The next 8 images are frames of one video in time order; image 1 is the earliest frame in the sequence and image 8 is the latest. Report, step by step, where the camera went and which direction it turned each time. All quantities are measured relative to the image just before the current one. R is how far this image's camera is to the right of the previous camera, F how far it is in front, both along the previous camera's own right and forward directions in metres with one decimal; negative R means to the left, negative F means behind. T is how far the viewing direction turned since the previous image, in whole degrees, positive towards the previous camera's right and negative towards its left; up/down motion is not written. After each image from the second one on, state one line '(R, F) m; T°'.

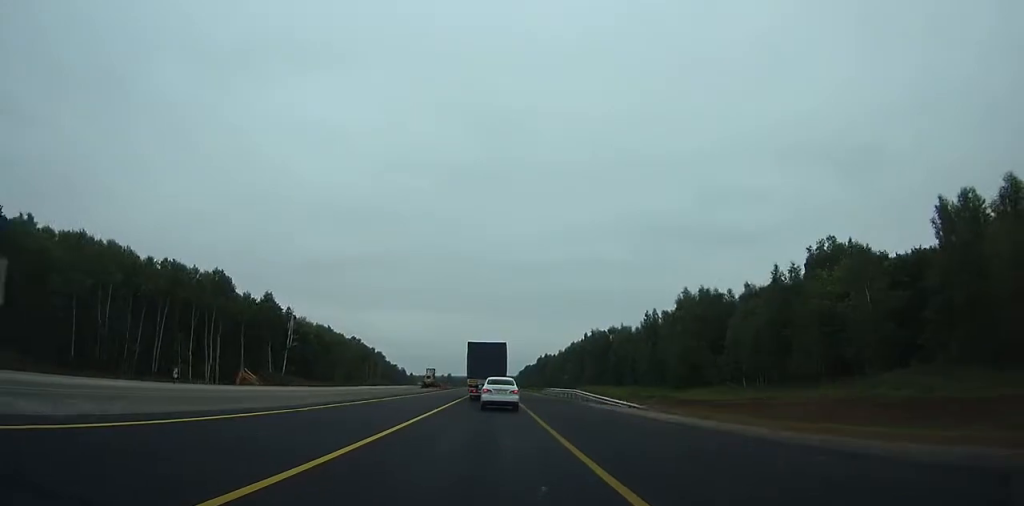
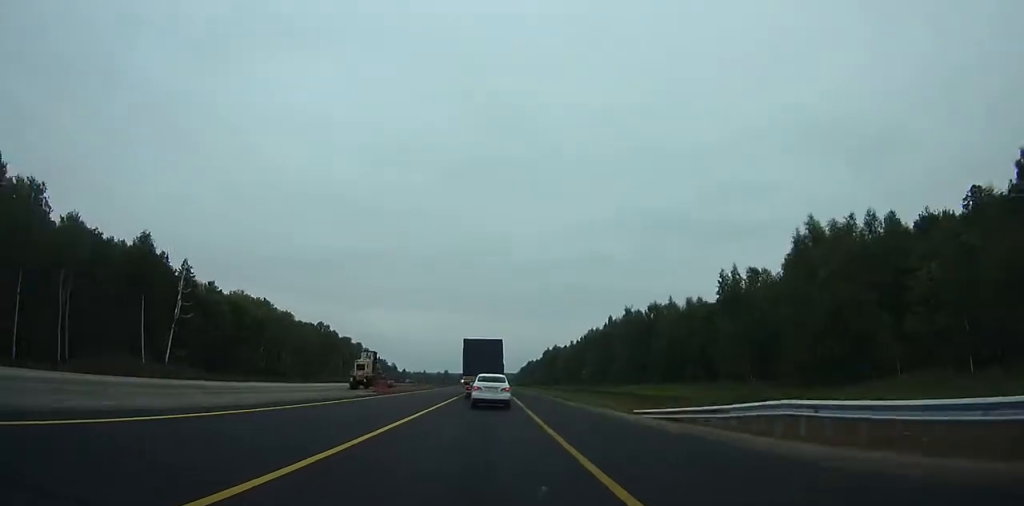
(+0.3, +53.8) m; 0°
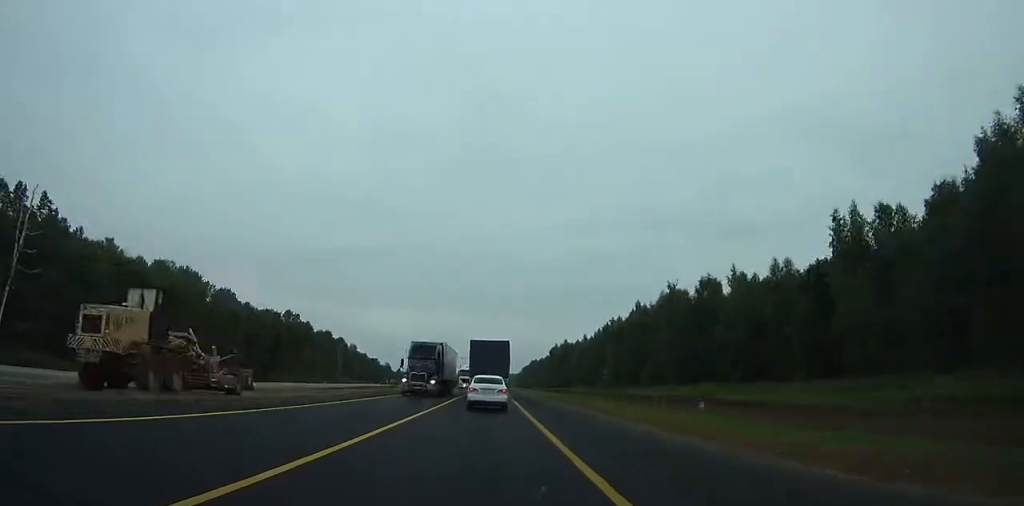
(+0.1, +36.1) m; 0°
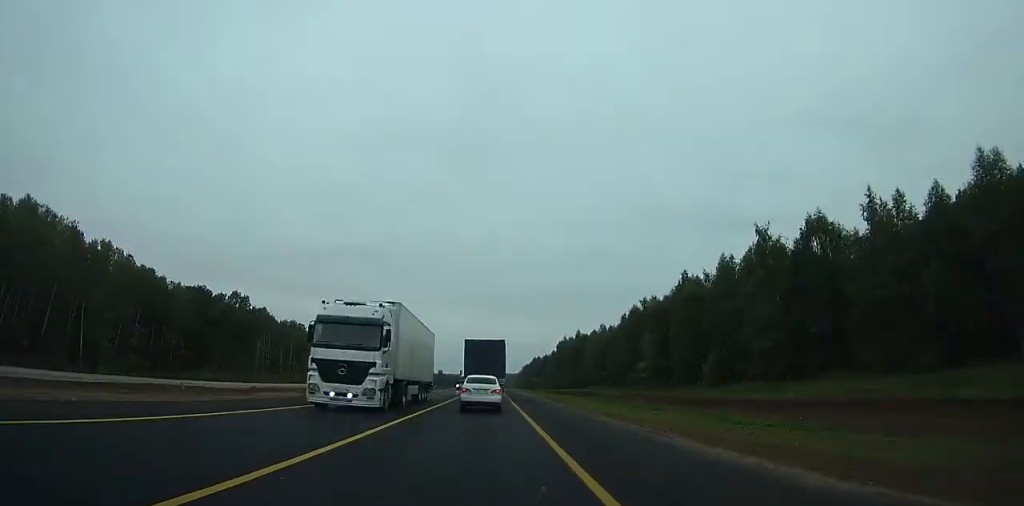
(+0.1, +39.5) m; 0°
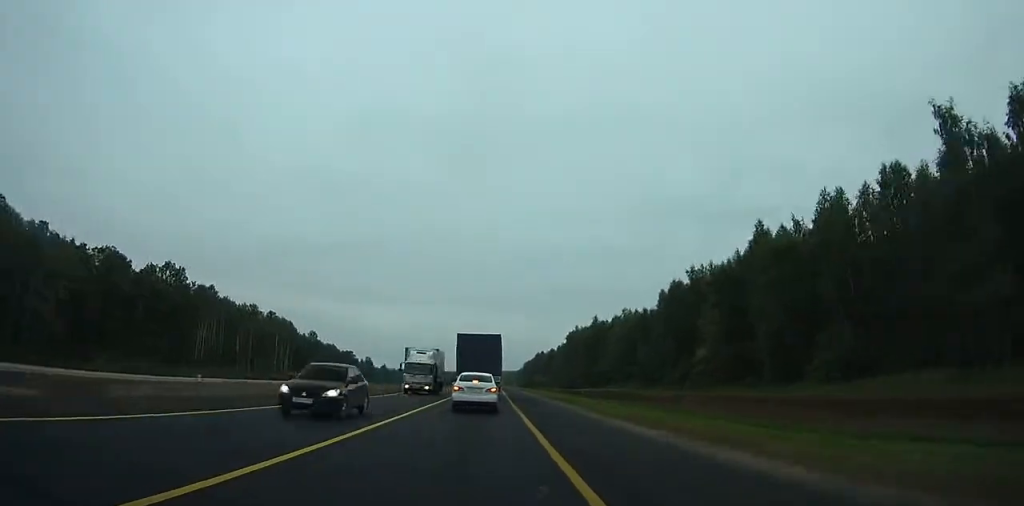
(+0.2, +33.5) m; 0°
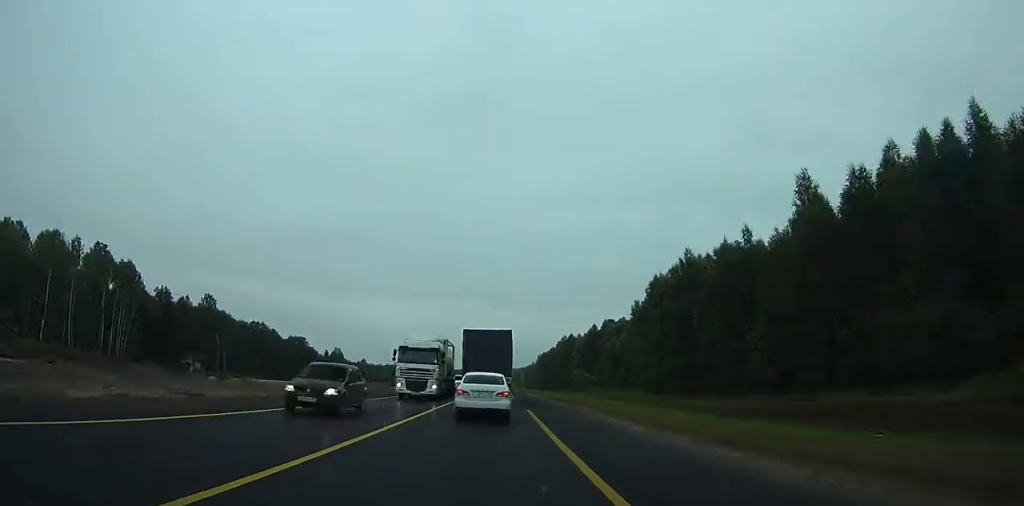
(-1.6, +109.4) m; -2°
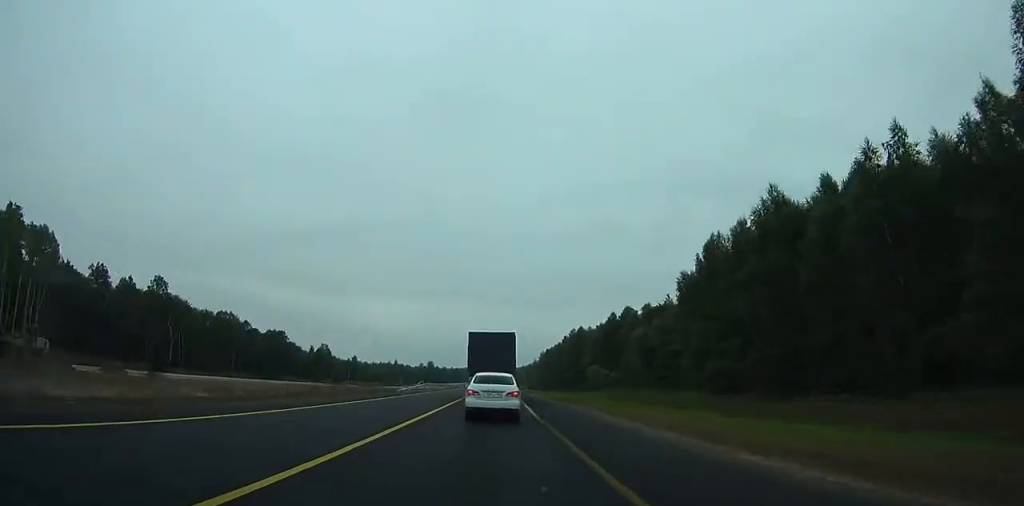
(-0.1, +29.5) m; 0°
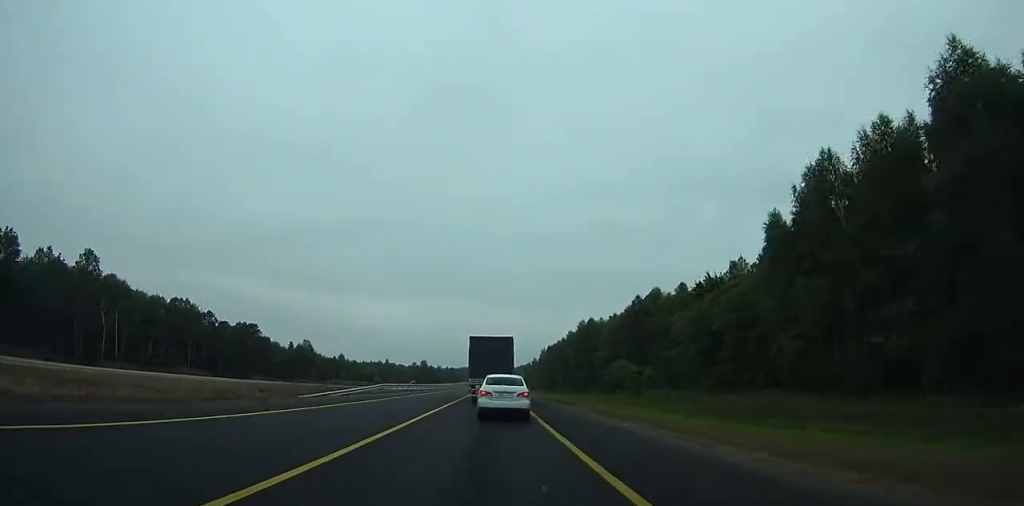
(+0.1, +29.0) m; +1°
